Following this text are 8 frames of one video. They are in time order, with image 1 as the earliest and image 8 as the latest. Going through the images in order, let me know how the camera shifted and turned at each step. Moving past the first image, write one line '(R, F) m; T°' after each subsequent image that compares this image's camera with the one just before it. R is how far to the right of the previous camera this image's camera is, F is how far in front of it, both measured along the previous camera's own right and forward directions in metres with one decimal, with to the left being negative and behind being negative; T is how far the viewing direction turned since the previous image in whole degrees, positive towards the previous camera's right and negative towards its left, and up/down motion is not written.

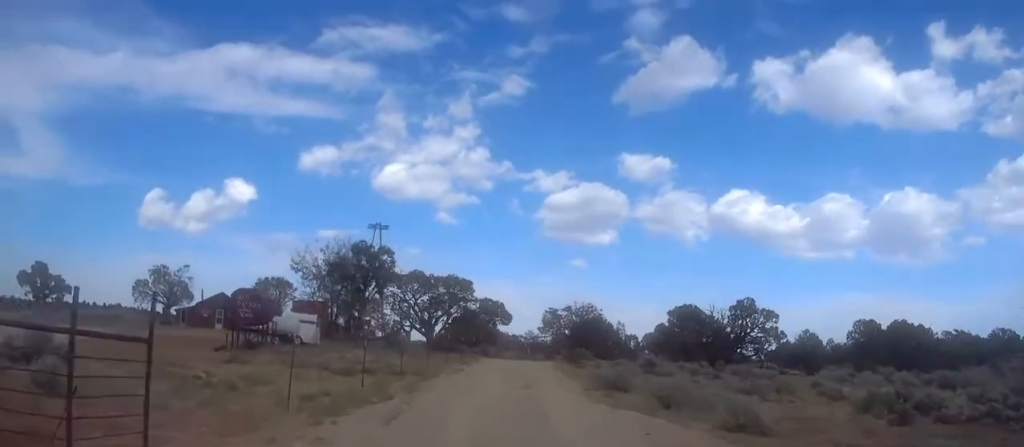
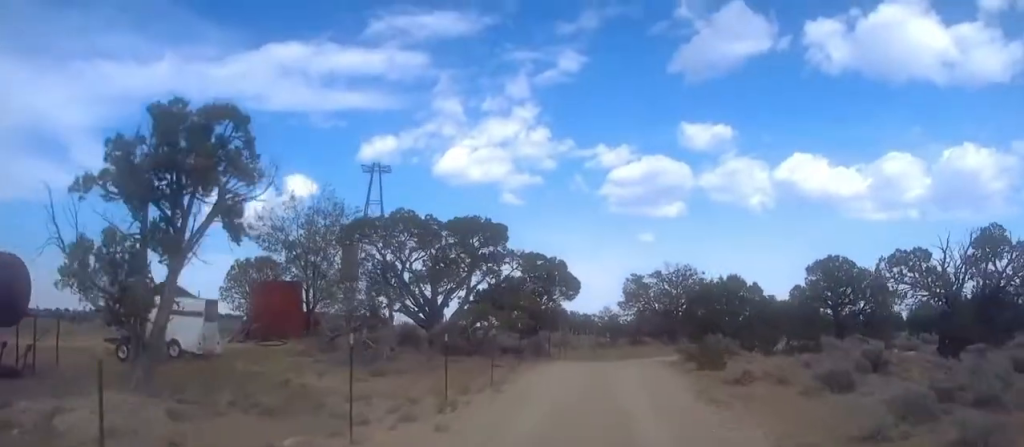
(-2.1, +18.9) m; -9°
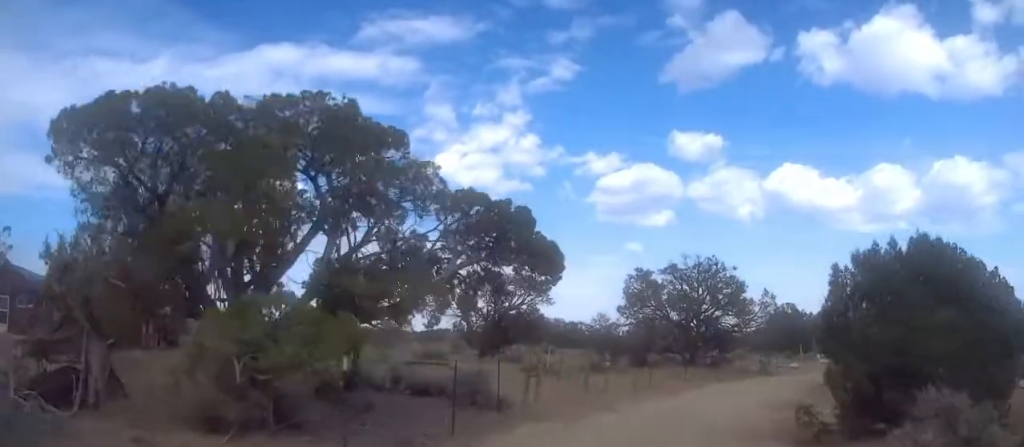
(+0.4, +14.9) m; +6°
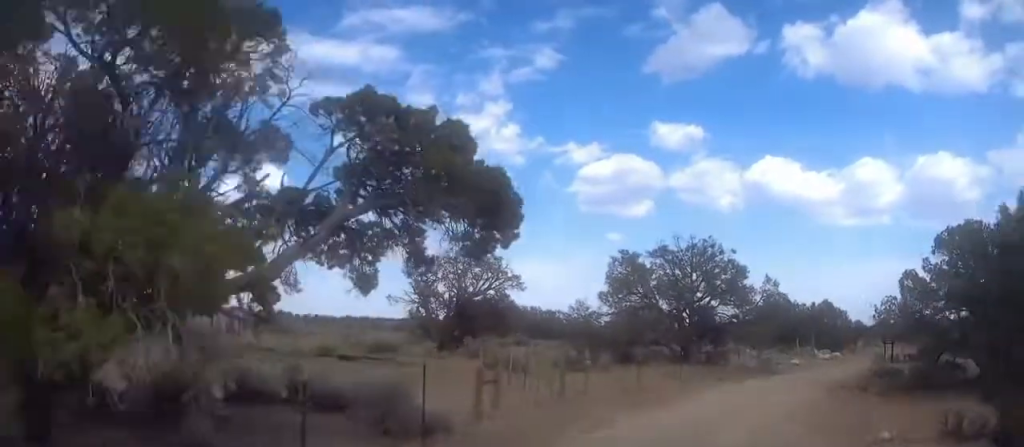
(+0.2, +5.0) m; +1°
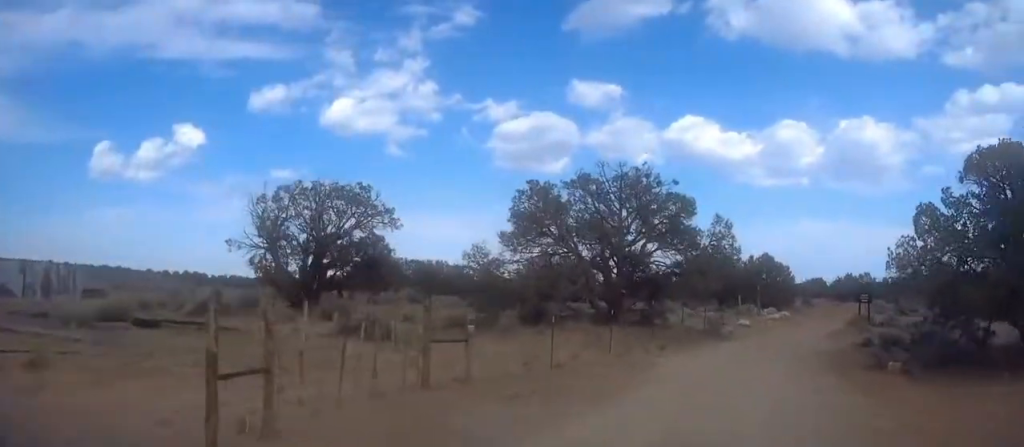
(+0.2, +7.7) m; 0°
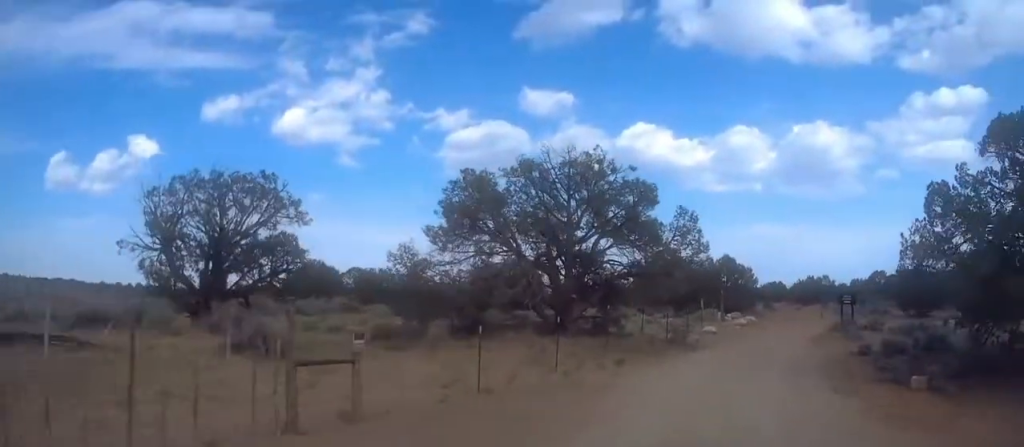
(-0.2, +3.5) m; 0°
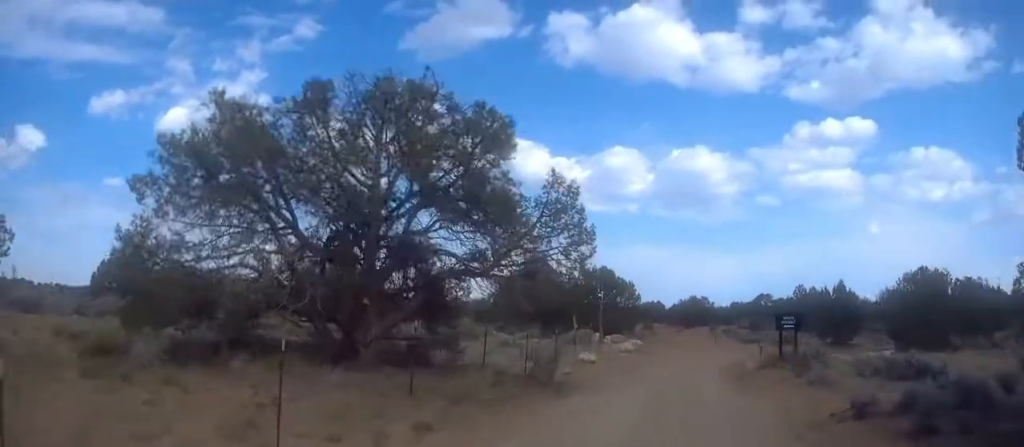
(+0.1, +7.8) m; +4°
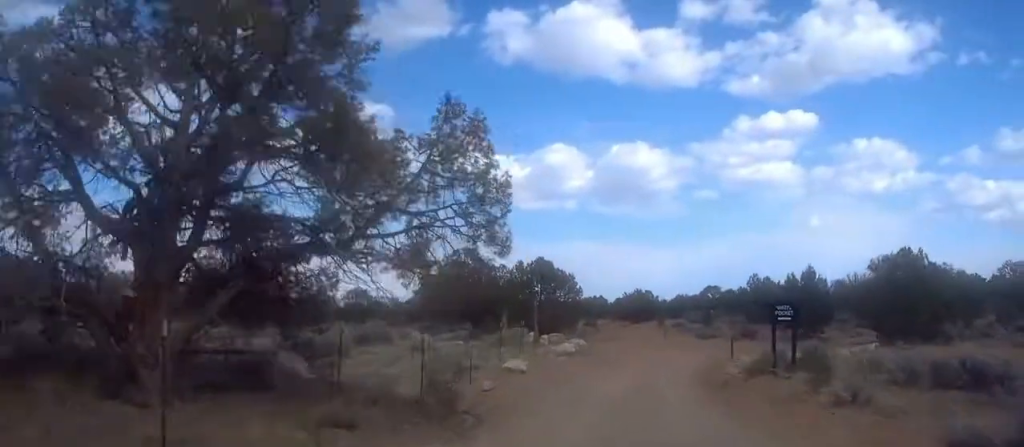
(+0.1, +4.5) m; +3°
